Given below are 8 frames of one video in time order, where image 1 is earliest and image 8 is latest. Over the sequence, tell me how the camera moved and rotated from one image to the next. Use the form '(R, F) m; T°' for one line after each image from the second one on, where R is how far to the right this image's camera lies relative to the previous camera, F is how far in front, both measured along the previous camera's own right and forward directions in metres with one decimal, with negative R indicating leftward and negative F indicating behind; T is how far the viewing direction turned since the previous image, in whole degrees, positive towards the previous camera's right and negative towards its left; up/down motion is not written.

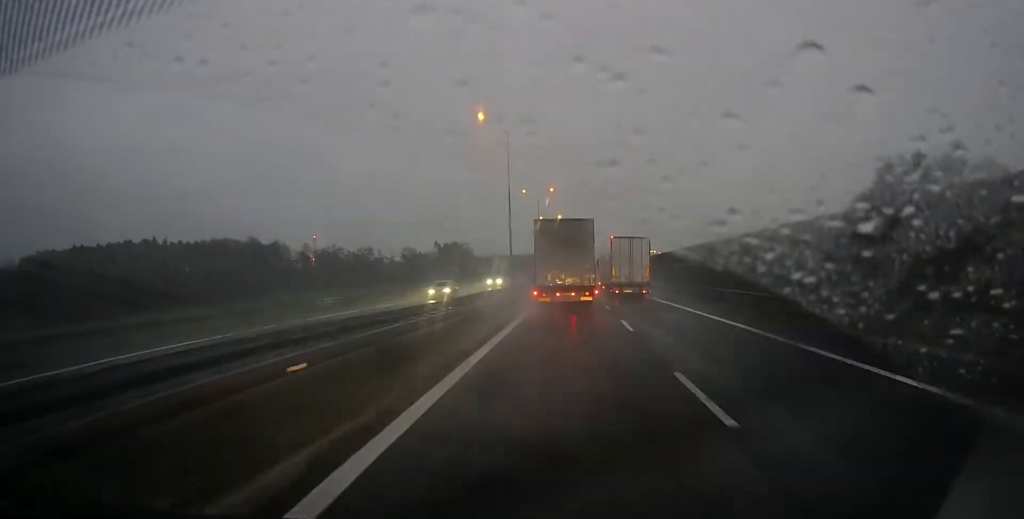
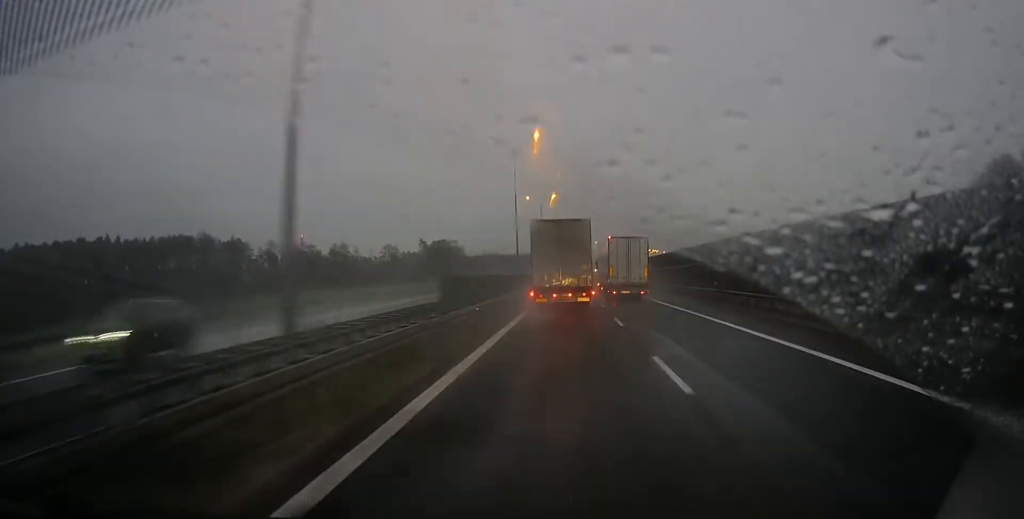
(+0.2, +33.3) m; 0°
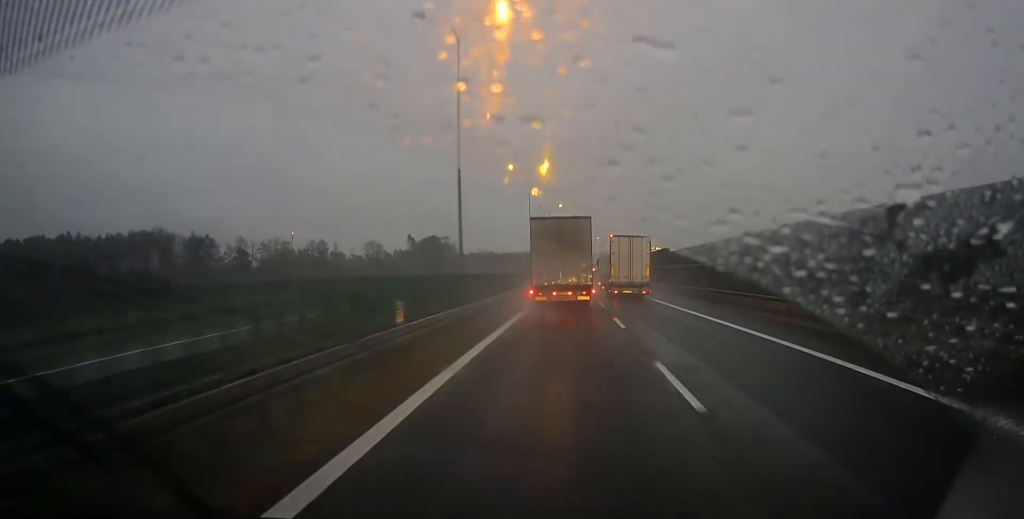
(+0.1, +25.0) m; 0°
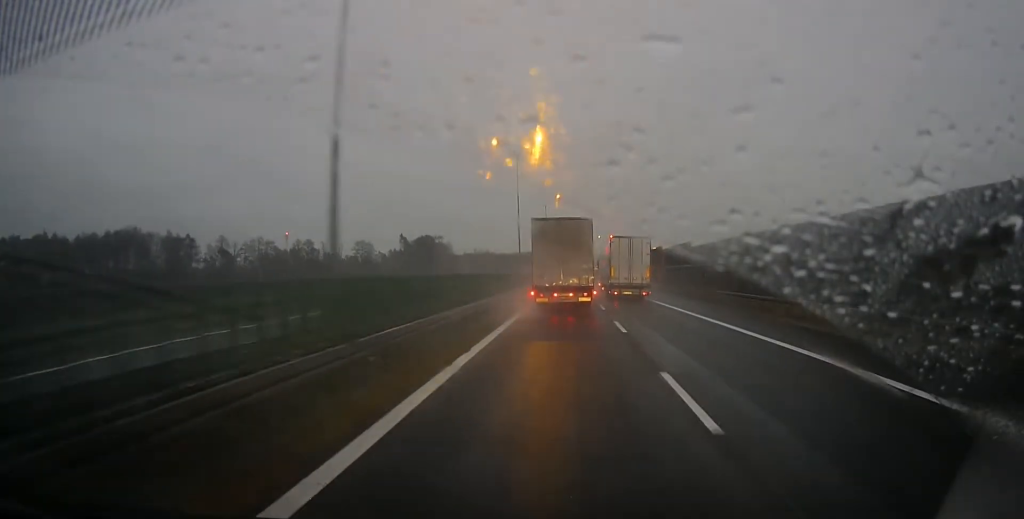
(0.0, +13.3) m; 0°
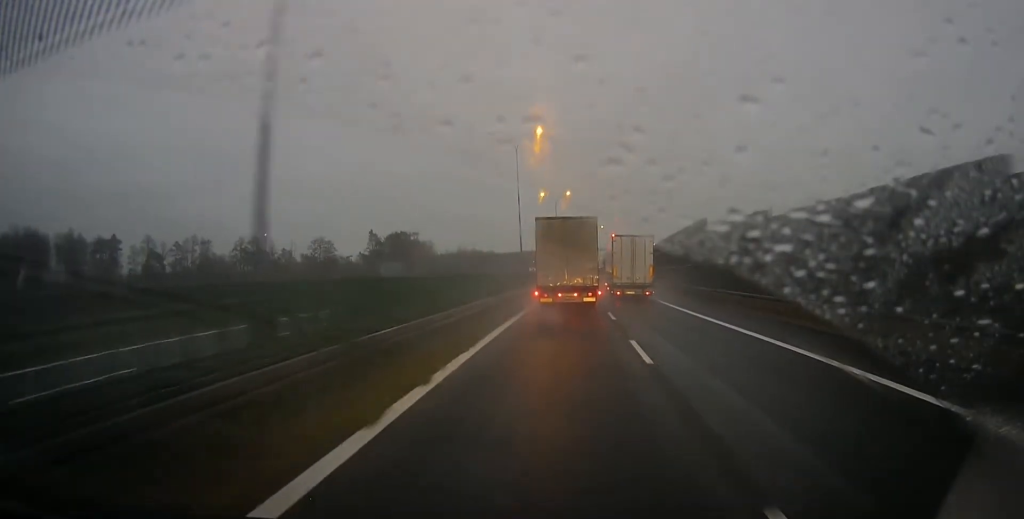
(+0.1, +42.7) m; 0°
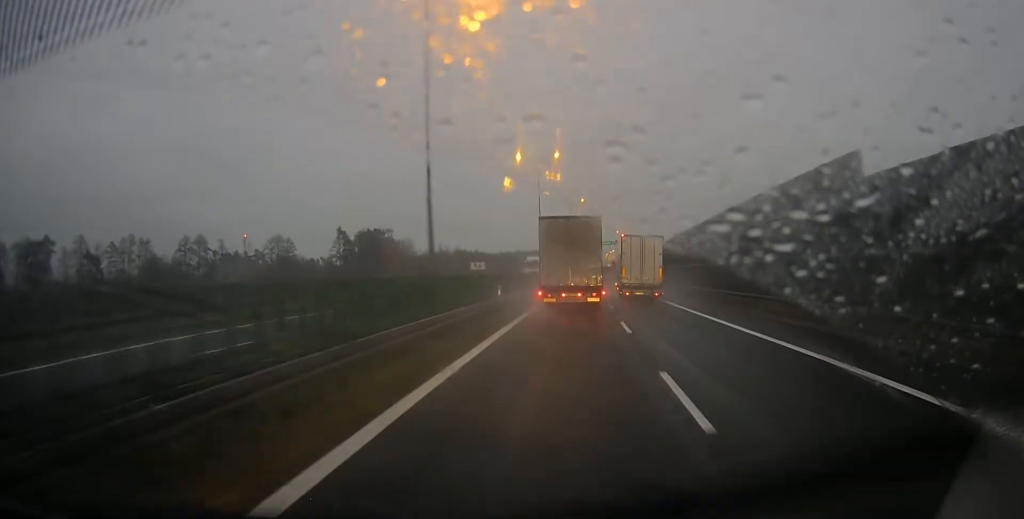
(0.0, +29.4) m; +1°
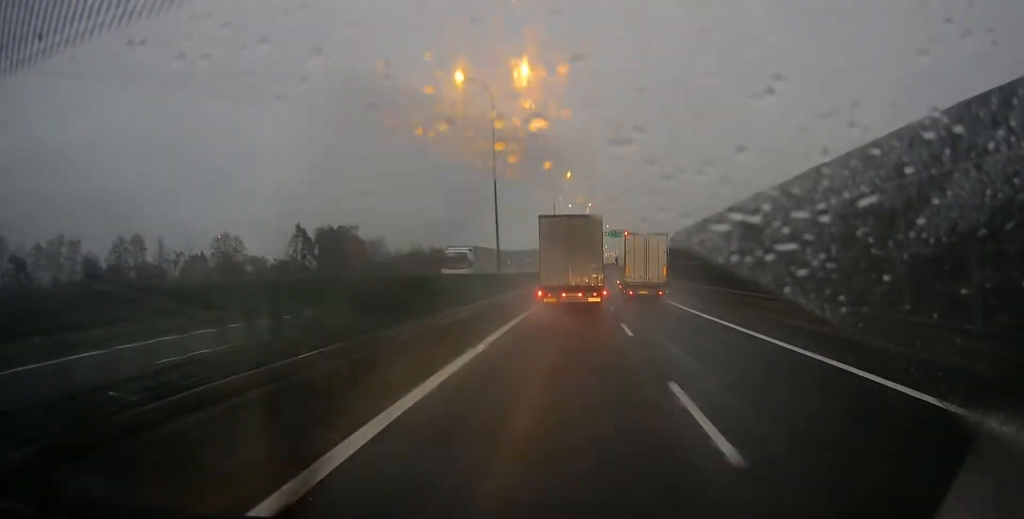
(+0.3, +25.2) m; +1°
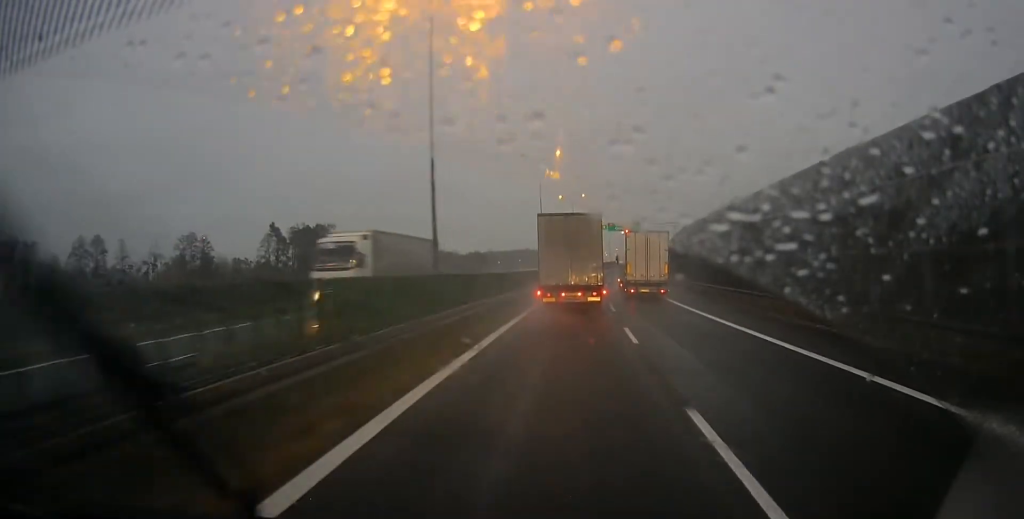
(+0.1, +13.5) m; +1°
